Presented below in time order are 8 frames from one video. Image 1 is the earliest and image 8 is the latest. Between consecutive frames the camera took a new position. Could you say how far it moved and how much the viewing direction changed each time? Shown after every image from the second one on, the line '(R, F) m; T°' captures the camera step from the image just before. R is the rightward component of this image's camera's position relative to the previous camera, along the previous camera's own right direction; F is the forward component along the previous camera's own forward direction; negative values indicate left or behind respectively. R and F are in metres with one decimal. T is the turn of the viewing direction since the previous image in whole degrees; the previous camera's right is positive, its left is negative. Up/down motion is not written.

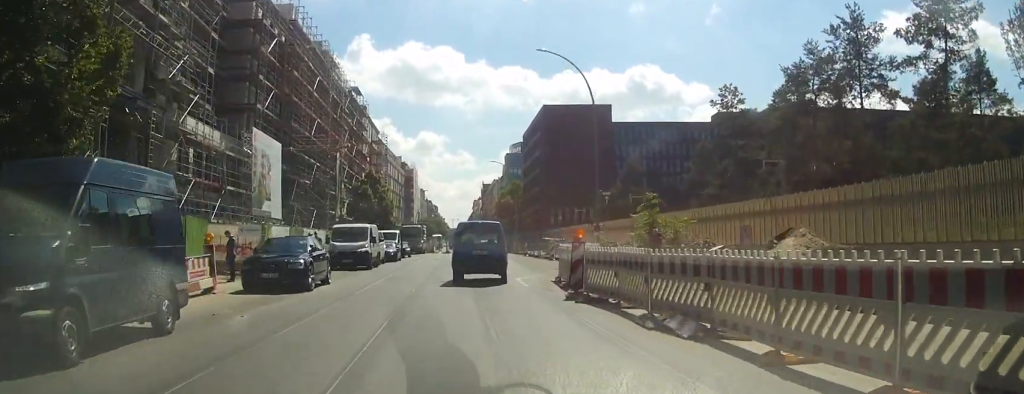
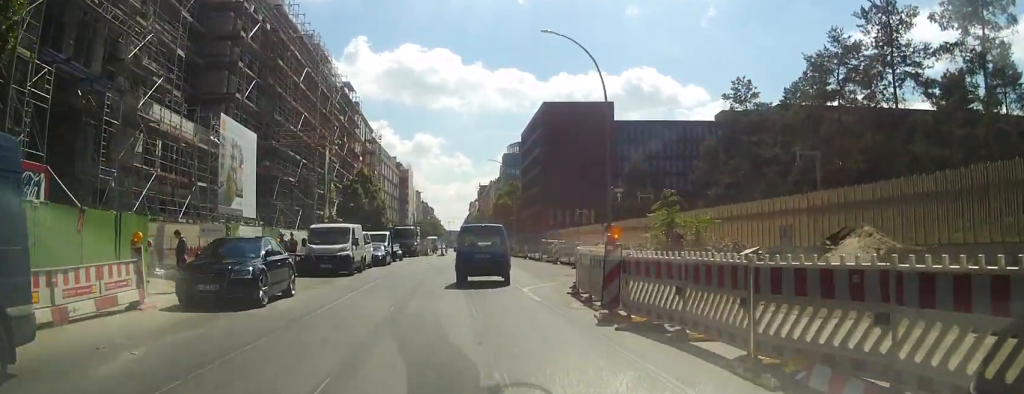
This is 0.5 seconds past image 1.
(+0.1, +4.1) m; 0°
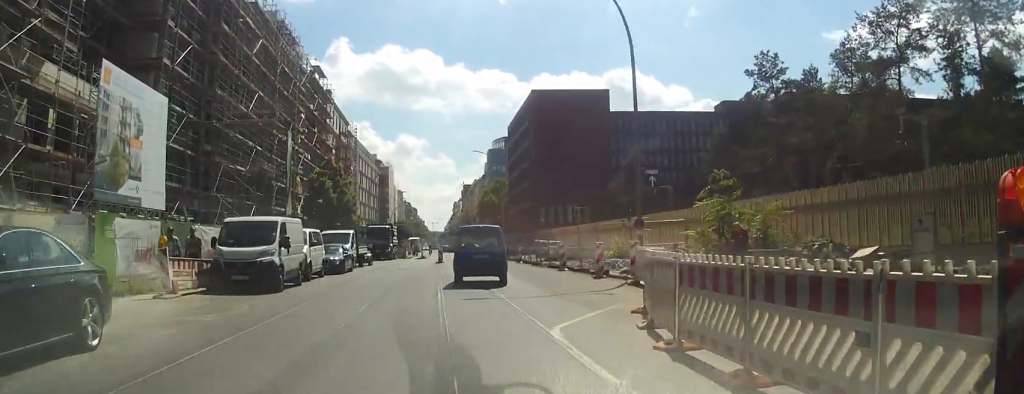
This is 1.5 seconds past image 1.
(+0.1, +9.2) m; 0°
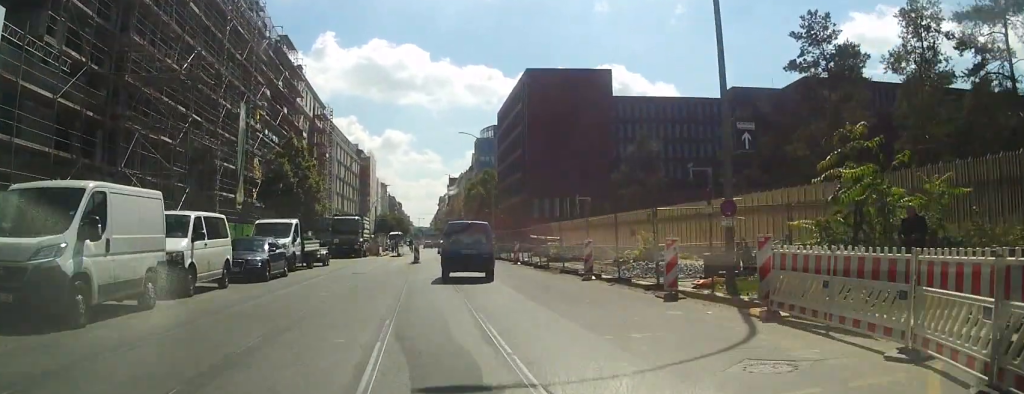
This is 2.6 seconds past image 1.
(-0.1, +10.3) m; 0°
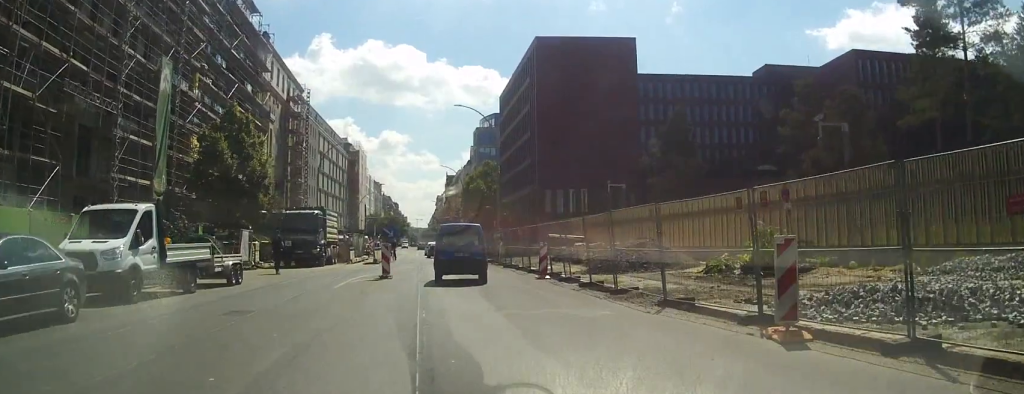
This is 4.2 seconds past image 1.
(0.0, +14.3) m; -1°
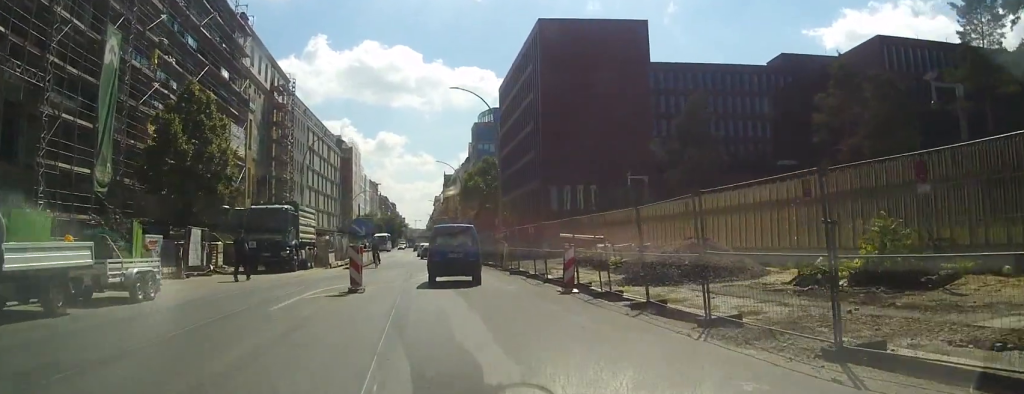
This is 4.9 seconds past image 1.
(-0.1, +6.7) m; -1°
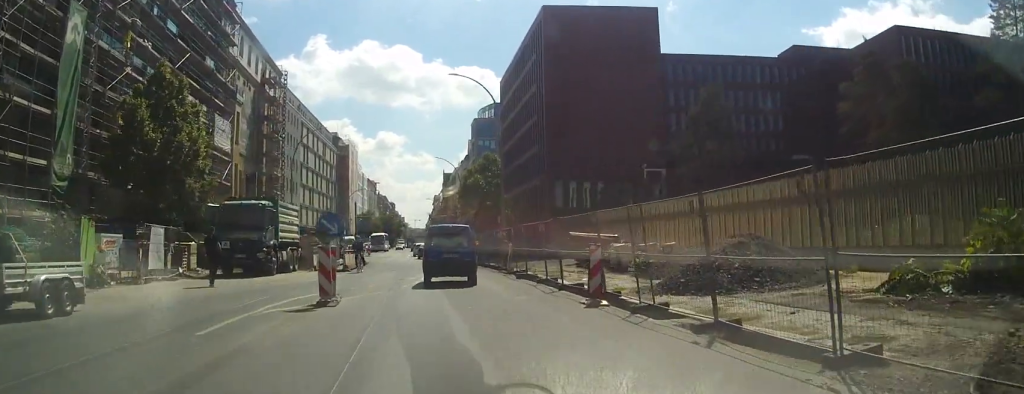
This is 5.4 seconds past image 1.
(0.0, +3.9) m; +1°
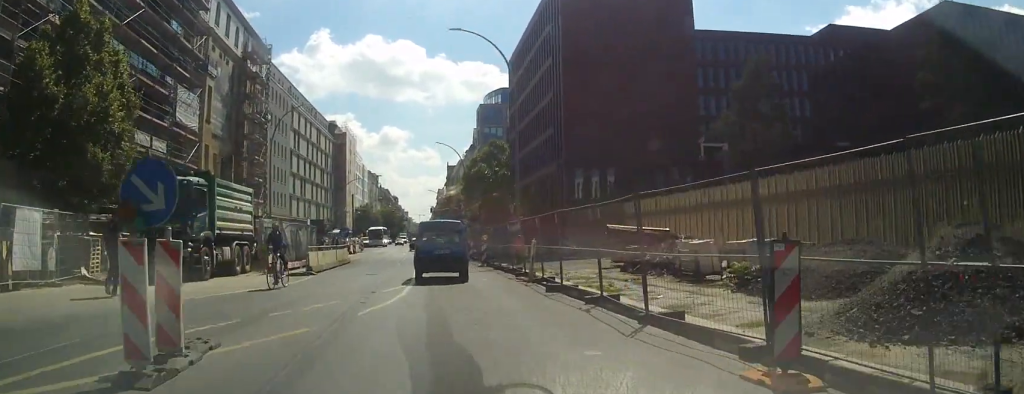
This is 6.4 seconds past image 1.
(+0.2, +8.8) m; +2°
